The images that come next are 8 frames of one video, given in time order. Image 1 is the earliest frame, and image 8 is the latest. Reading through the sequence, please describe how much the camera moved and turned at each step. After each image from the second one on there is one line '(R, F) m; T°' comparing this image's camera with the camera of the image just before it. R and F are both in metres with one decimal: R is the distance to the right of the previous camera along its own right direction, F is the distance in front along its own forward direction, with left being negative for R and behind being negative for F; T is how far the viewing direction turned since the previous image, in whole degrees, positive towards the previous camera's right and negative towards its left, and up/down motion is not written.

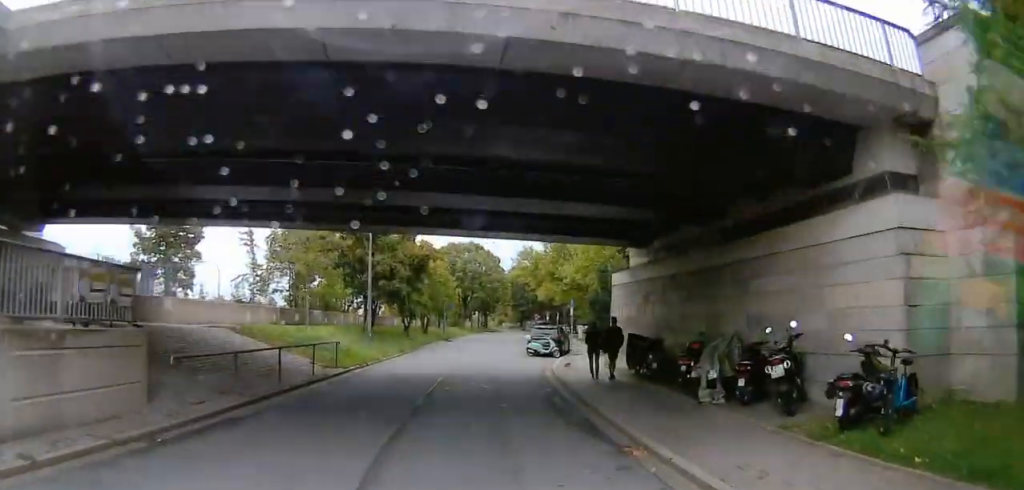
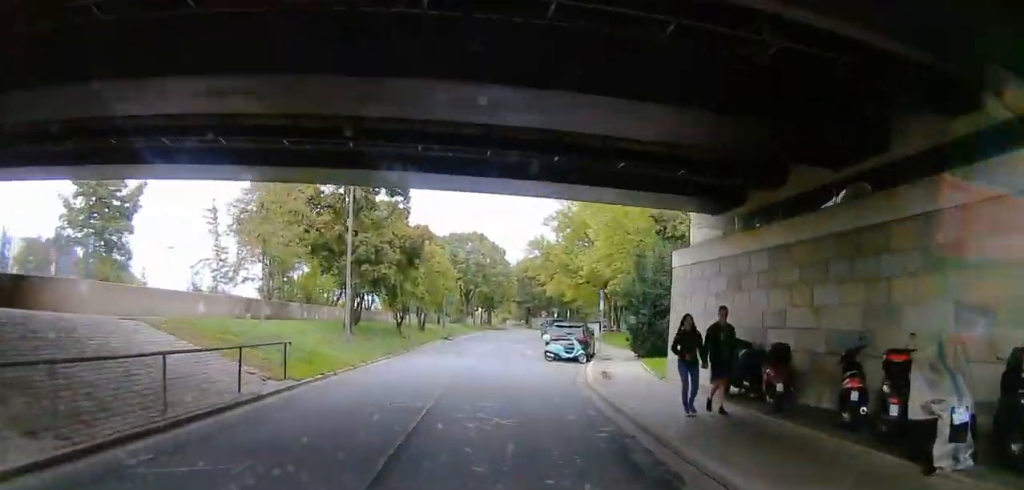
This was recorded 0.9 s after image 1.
(0.0, +6.2) m; 0°
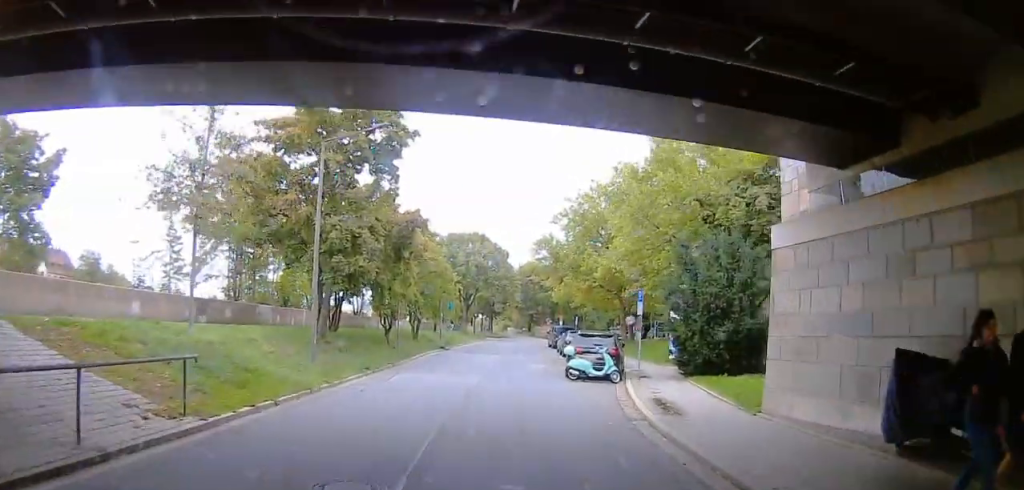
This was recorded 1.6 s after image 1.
(0.0, +5.5) m; 0°
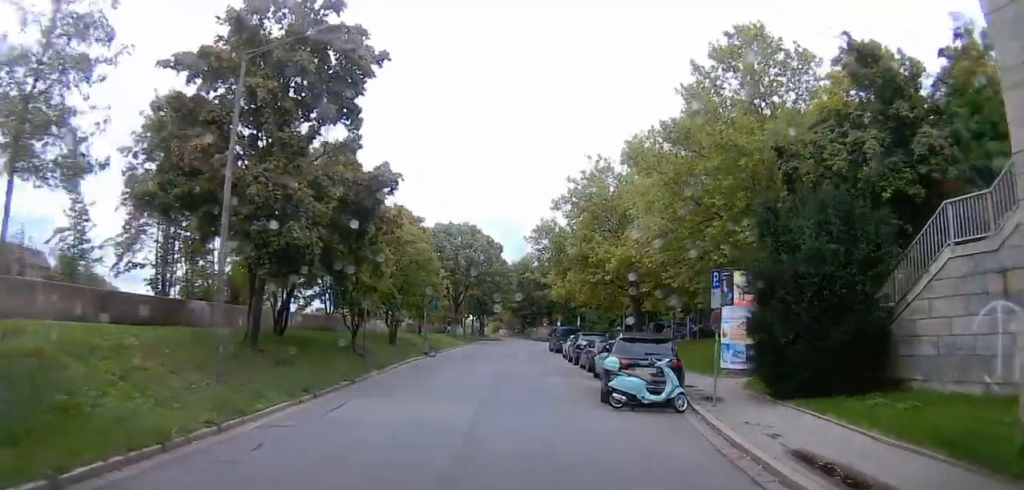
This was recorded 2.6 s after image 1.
(0.0, +7.3) m; 0°
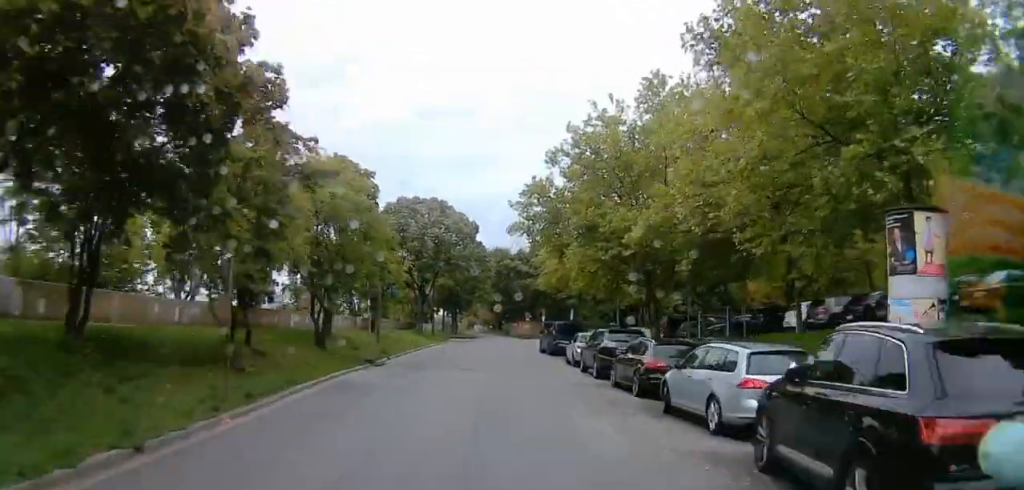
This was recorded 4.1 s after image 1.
(0.0, +11.8) m; 0°
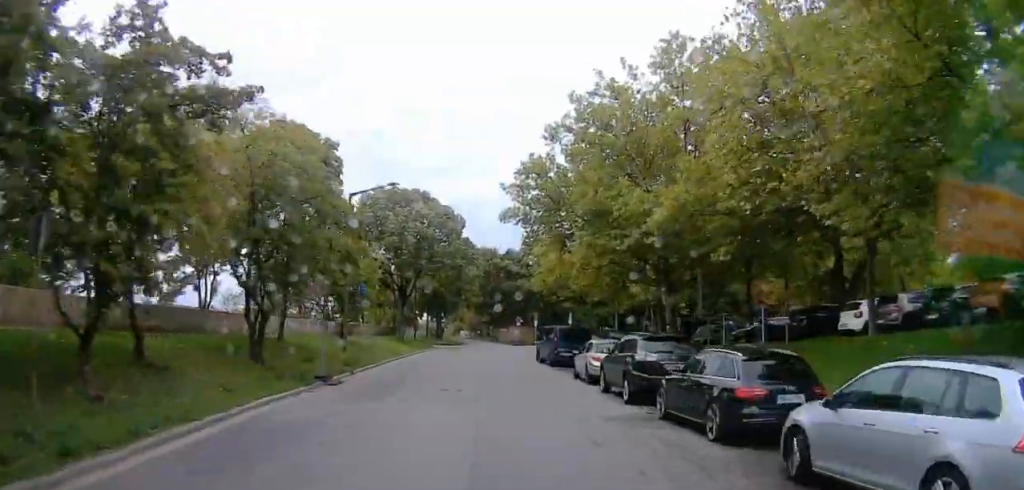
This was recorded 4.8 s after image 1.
(0.0, +5.7) m; 0°
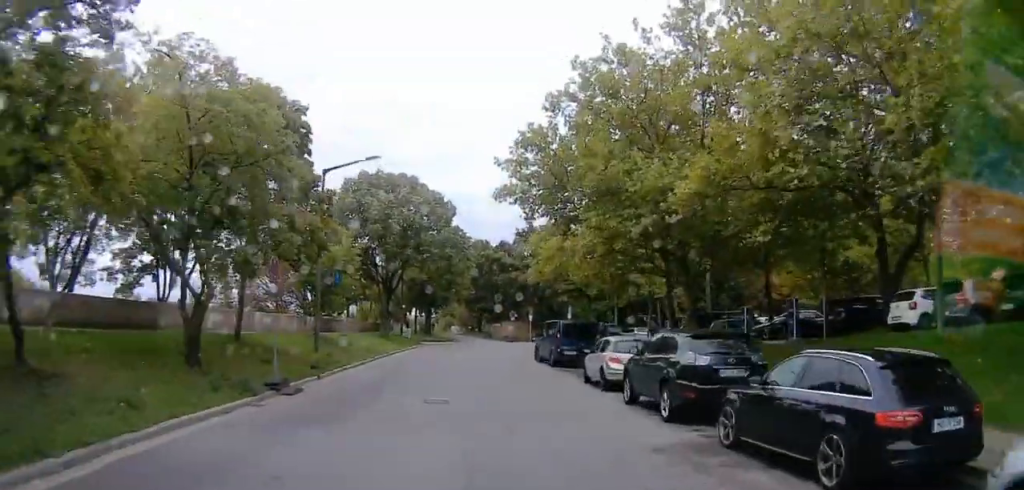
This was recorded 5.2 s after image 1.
(0.0, +3.7) m; 0°
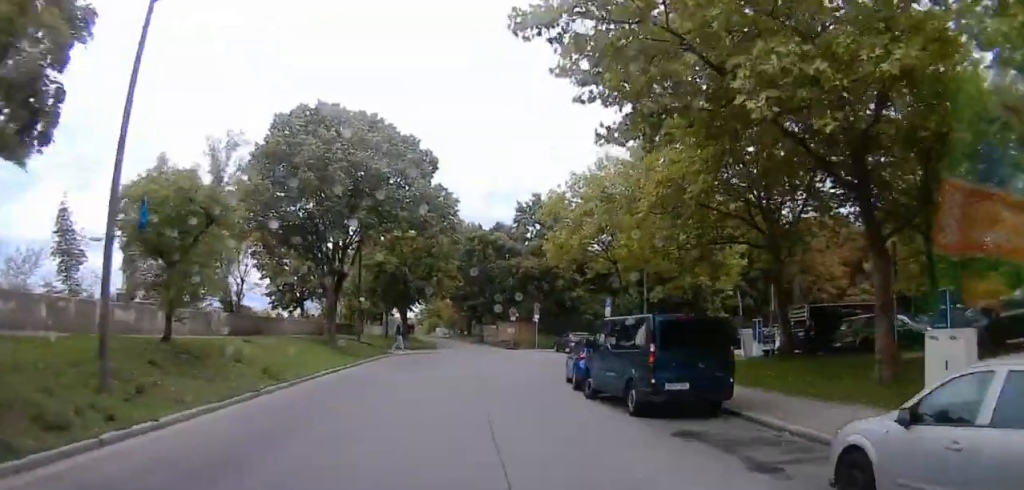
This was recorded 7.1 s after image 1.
(+0.9, +15.0) m; +12°
